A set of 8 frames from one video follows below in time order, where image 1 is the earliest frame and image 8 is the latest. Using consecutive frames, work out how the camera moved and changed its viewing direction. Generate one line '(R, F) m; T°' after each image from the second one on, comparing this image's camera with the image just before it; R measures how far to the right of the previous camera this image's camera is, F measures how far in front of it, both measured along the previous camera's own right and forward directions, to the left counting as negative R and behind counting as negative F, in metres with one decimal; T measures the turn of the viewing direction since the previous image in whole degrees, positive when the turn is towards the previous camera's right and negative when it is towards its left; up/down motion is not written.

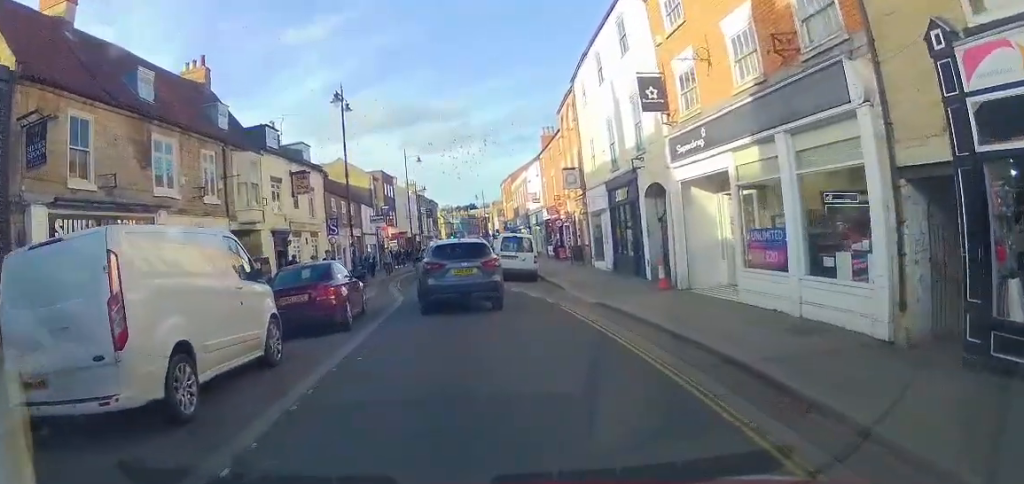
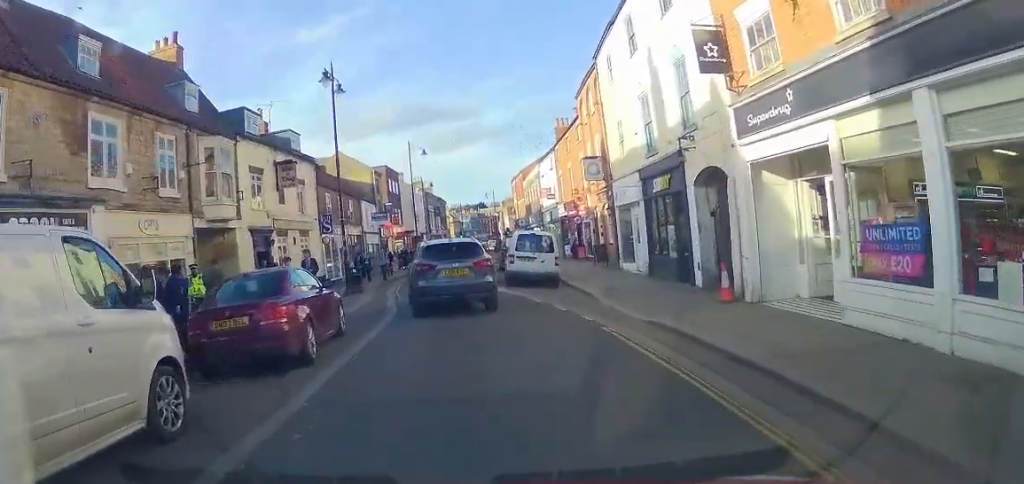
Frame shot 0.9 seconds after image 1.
(-0.1, +3.3) m; -2°
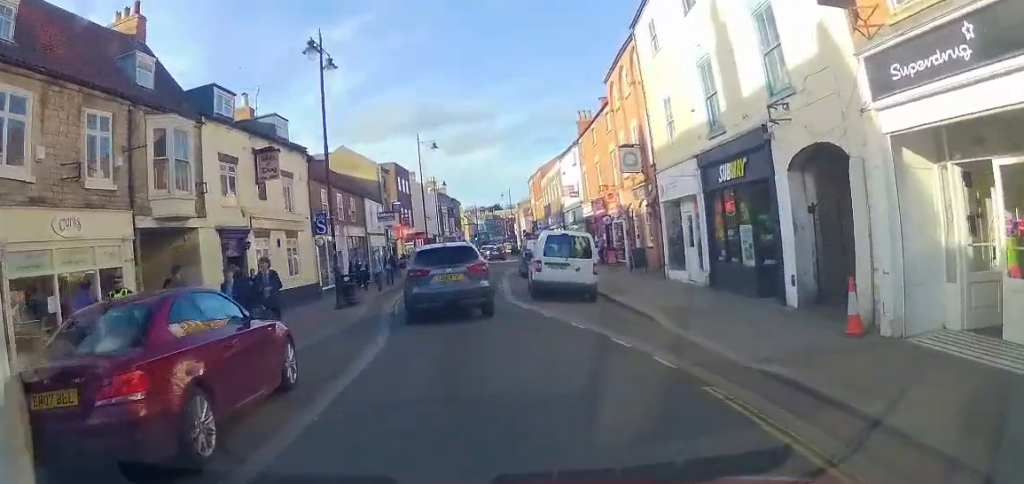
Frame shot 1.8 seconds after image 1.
(-0.1, +3.9) m; +1°
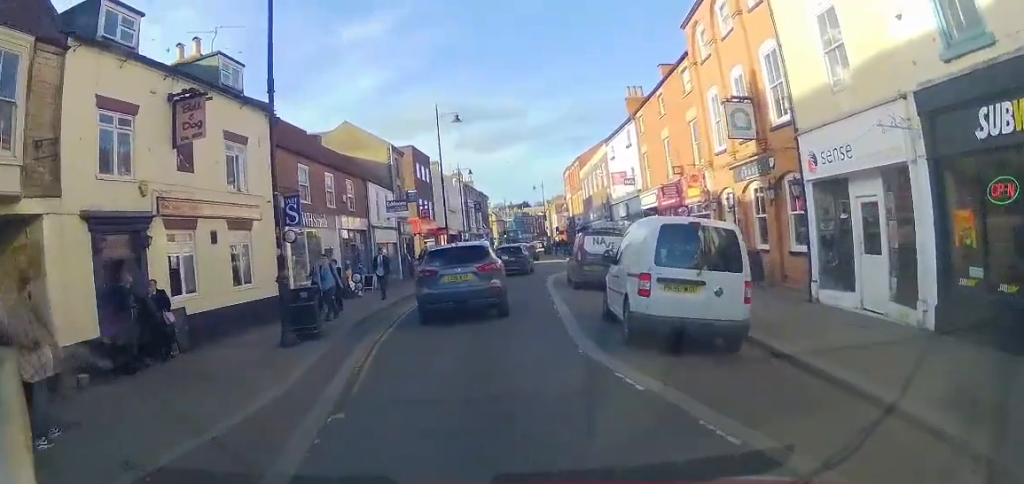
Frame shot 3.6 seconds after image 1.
(+0.2, +7.7) m; -1°
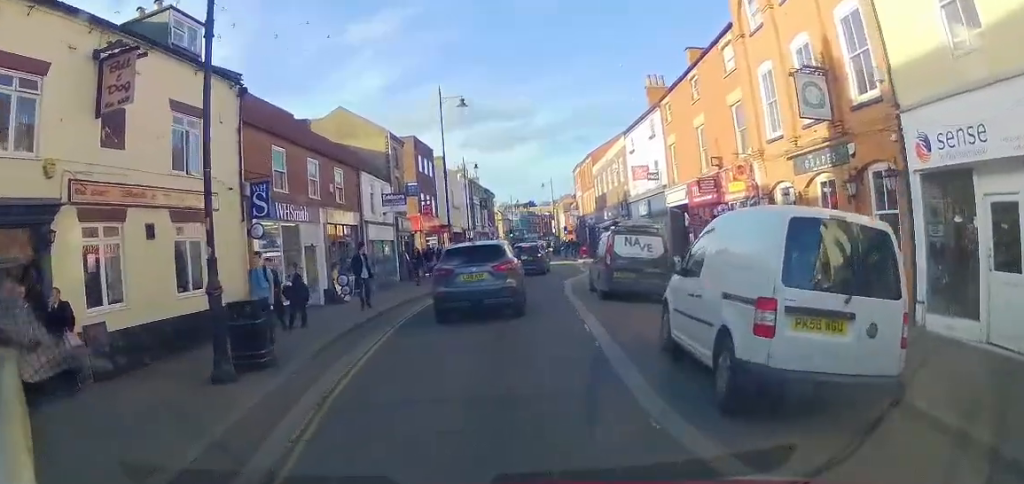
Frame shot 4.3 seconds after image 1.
(-0.2, +3.3) m; 0°
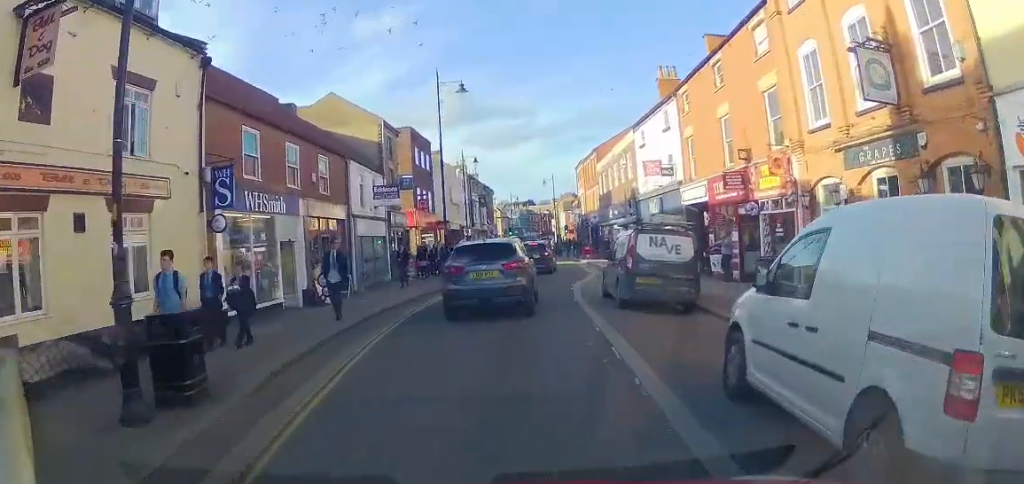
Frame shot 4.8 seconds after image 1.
(+0.1, +2.3) m; +1°
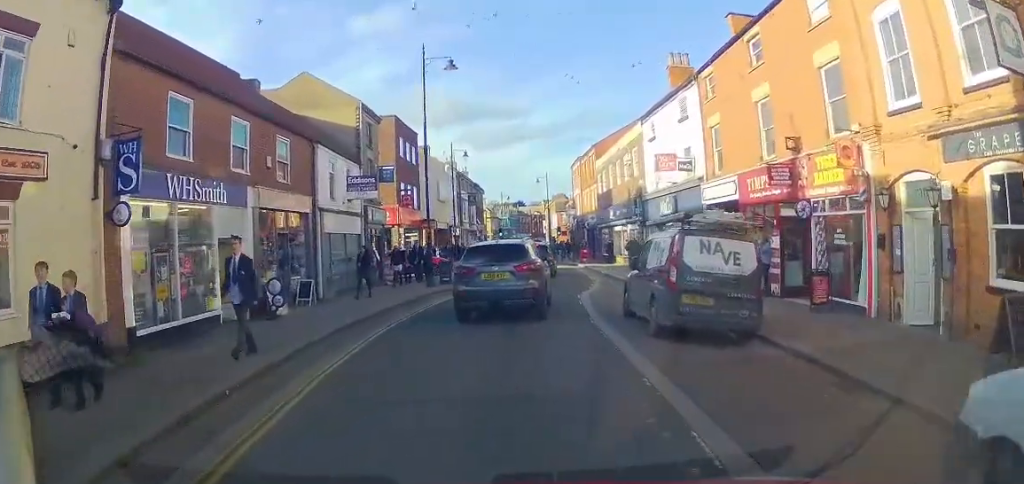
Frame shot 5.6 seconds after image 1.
(+0.1, +3.6) m; +1°
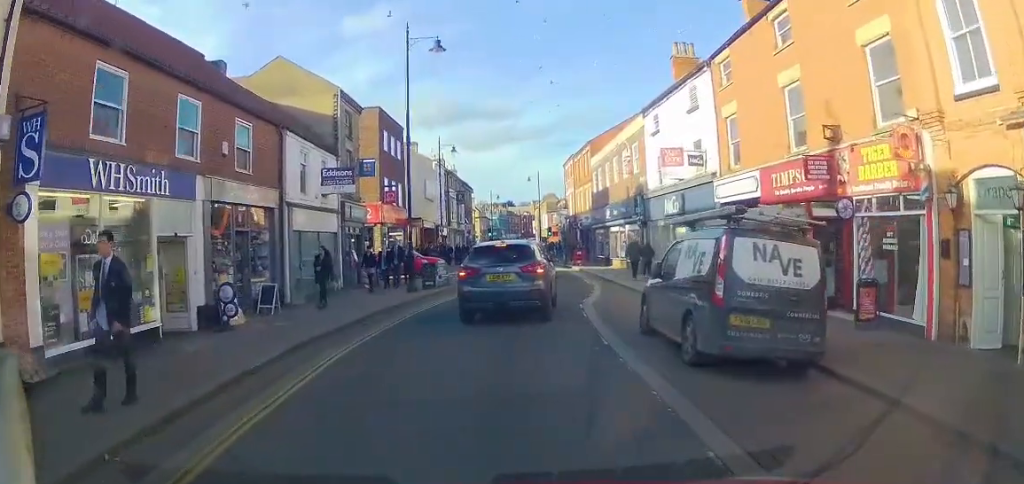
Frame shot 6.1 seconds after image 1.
(0.0, +2.3) m; -1°
